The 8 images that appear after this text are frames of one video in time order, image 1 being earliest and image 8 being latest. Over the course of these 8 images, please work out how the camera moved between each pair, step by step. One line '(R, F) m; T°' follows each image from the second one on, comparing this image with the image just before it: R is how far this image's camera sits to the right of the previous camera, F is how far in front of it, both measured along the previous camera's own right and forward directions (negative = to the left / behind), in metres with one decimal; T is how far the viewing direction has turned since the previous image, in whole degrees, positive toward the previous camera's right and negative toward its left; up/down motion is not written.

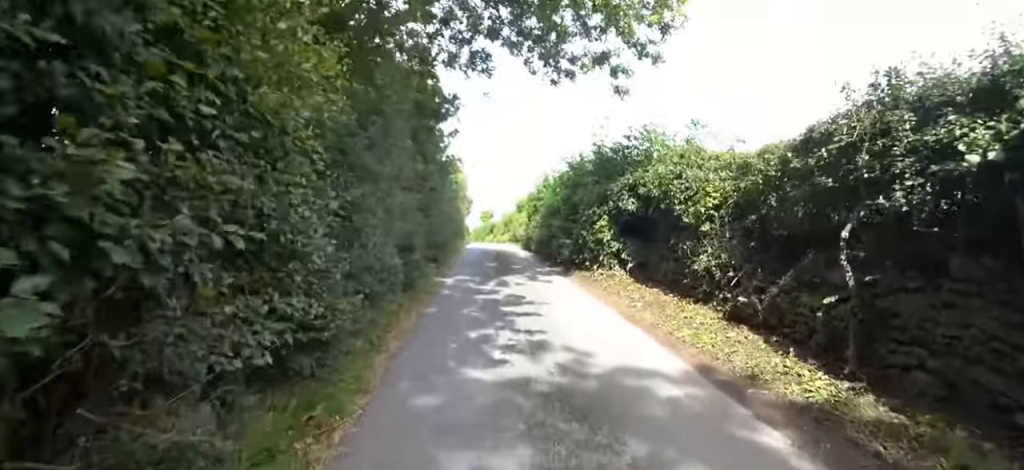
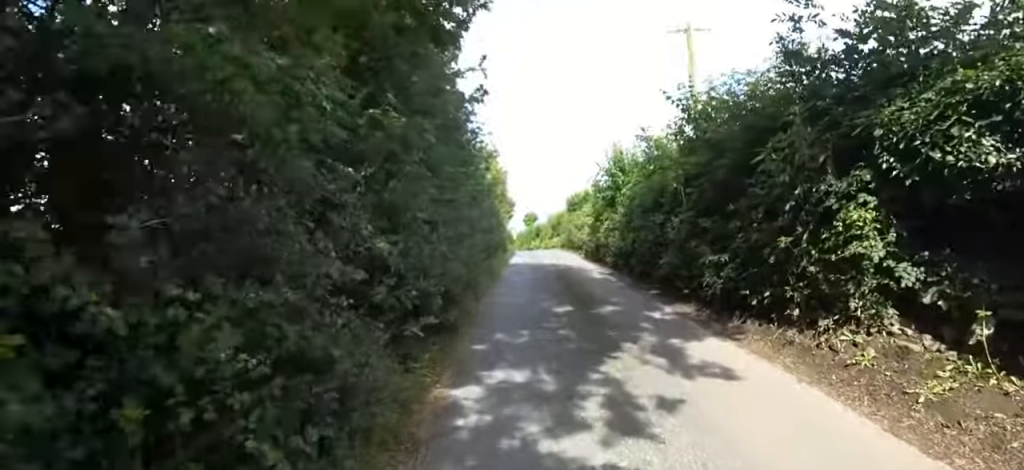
(+0.3, +4.8) m; +8°
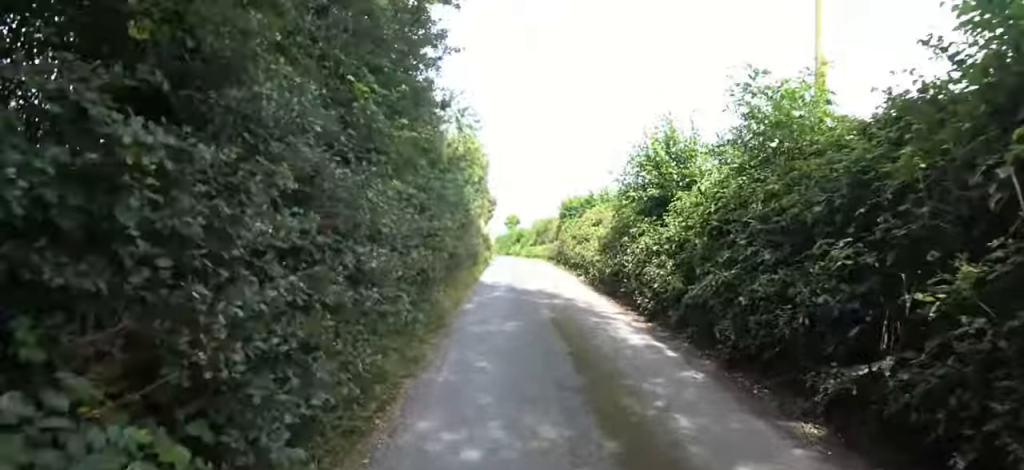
(+0.2, +4.3) m; 0°
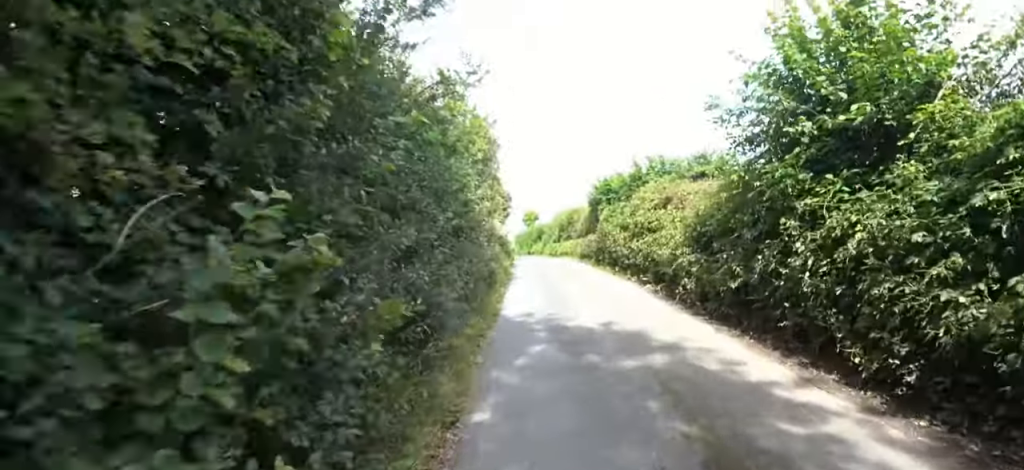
(-0.2, +3.7) m; +7°
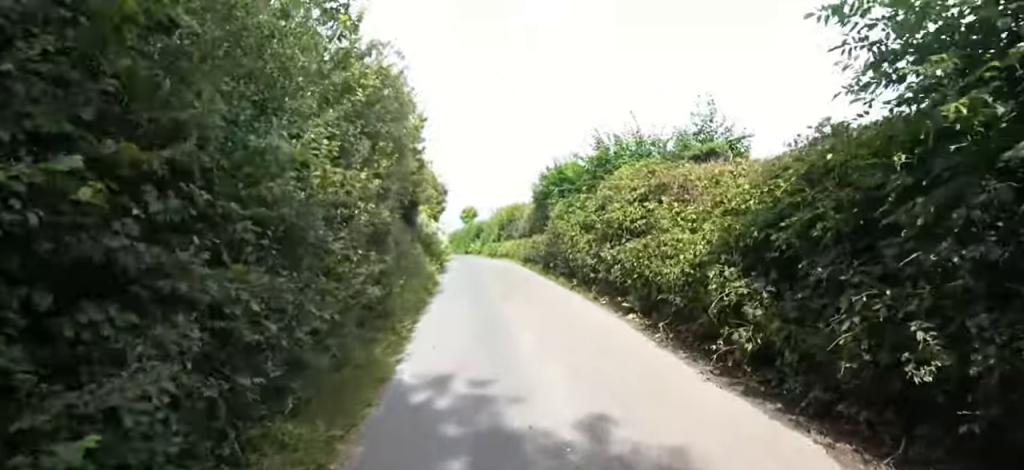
(+0.1, +2.9) m; +17°
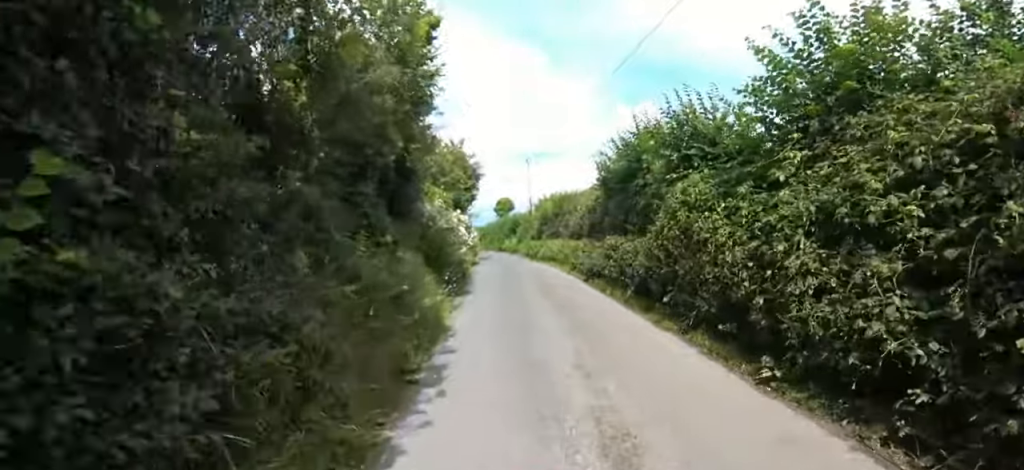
(+1.2, +4.6) m; 0°
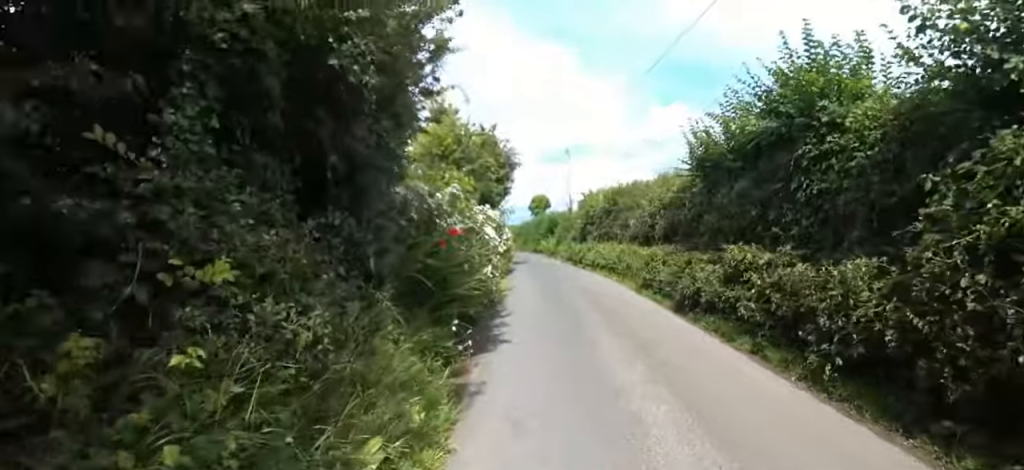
(-0.9, +3.4) m; -13°
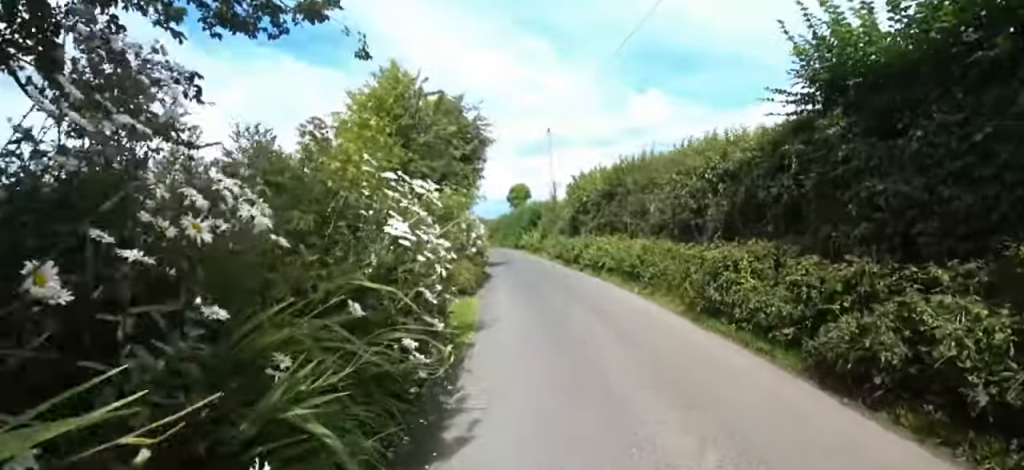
(-0.2, +4.0) m; -3°
